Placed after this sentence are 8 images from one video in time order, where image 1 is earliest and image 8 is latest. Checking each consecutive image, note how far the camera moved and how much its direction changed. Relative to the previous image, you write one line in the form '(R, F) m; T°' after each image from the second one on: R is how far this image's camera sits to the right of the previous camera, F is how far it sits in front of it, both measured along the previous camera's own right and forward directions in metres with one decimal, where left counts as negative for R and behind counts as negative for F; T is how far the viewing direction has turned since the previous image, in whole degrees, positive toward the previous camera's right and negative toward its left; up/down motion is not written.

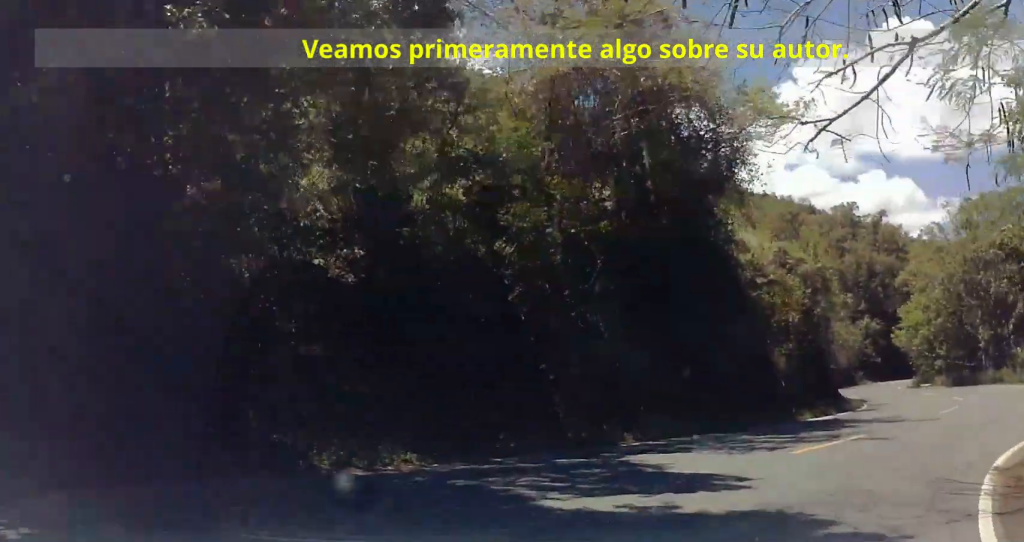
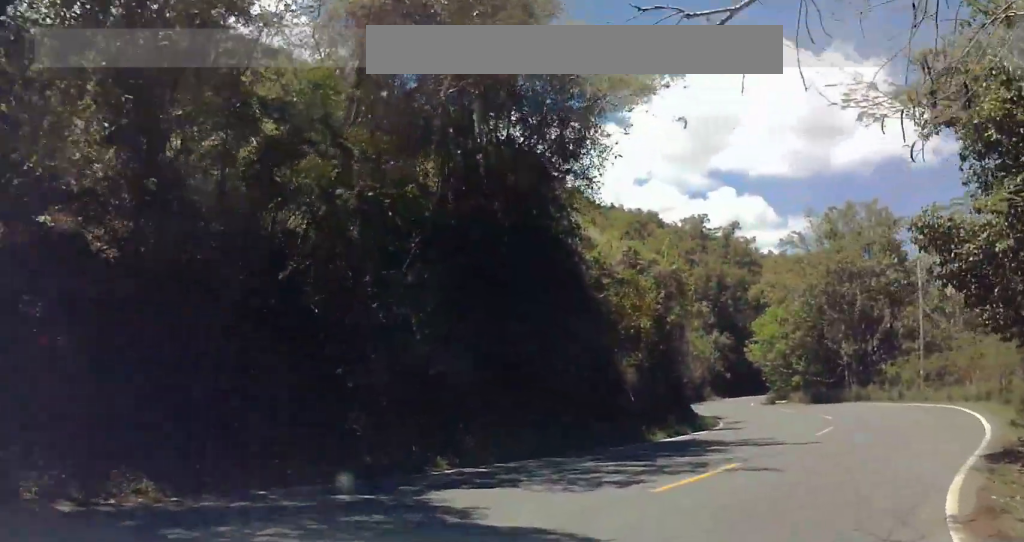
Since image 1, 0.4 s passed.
(0.0, +3.1) m; +9°
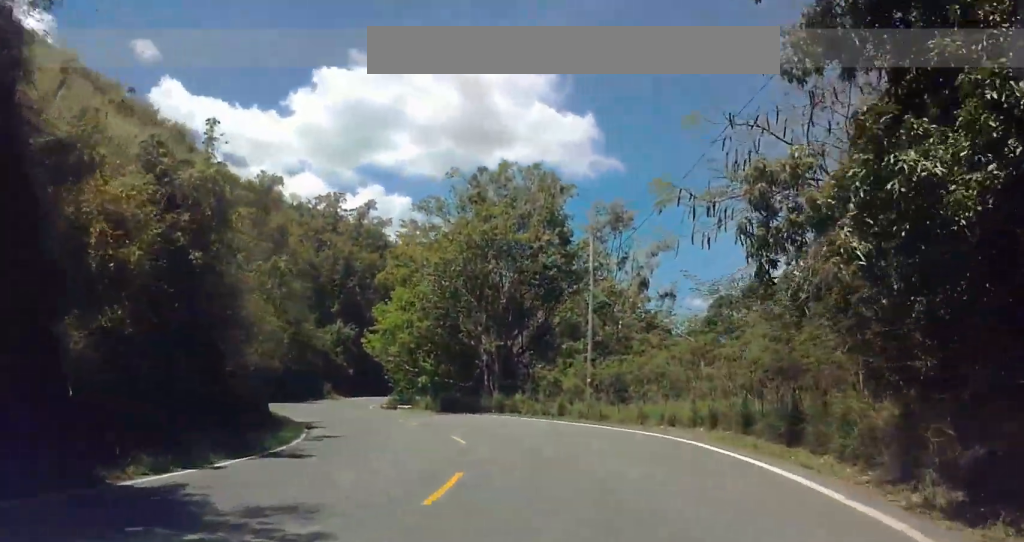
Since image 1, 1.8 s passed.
(+2.8, +11.0) m; +22°
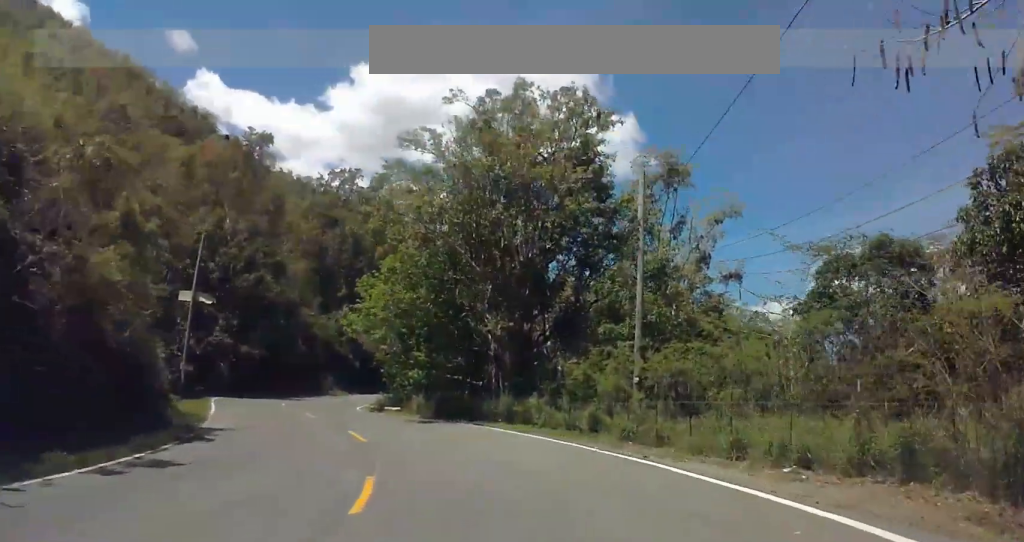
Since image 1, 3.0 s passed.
(+1.7, +11.3) m; +12°
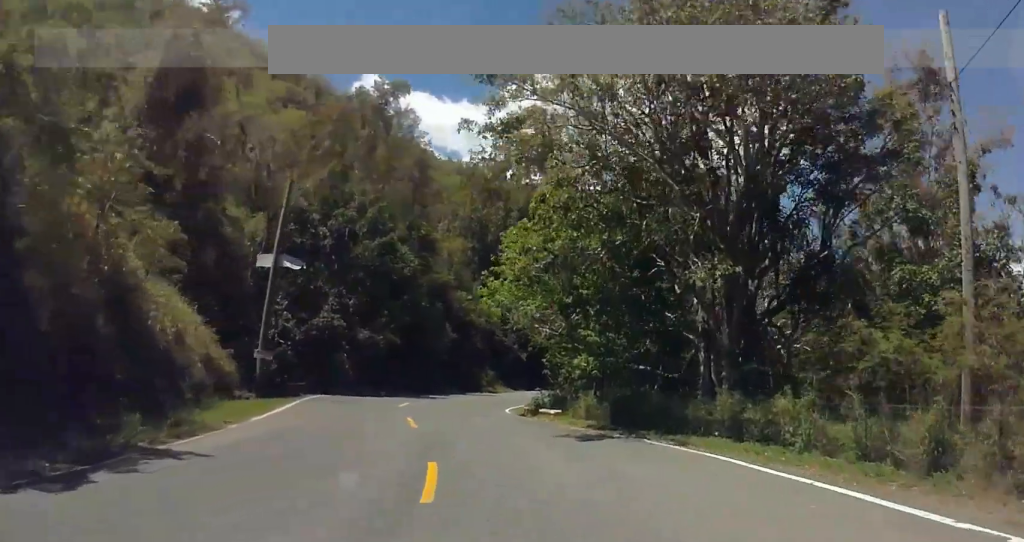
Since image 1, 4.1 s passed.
(+0.3, +11.4) m; +2°
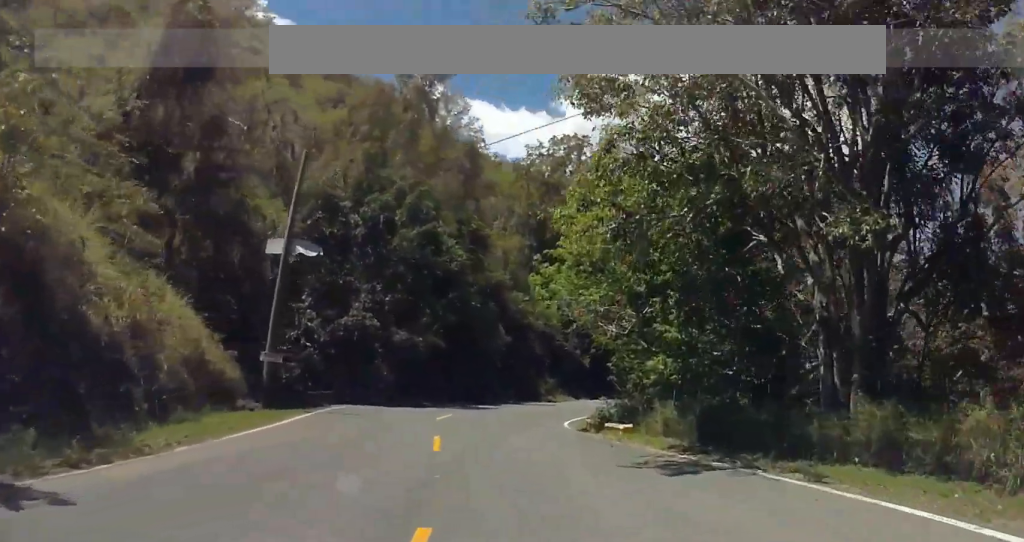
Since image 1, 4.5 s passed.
(0.0, +5.4) m; -1°
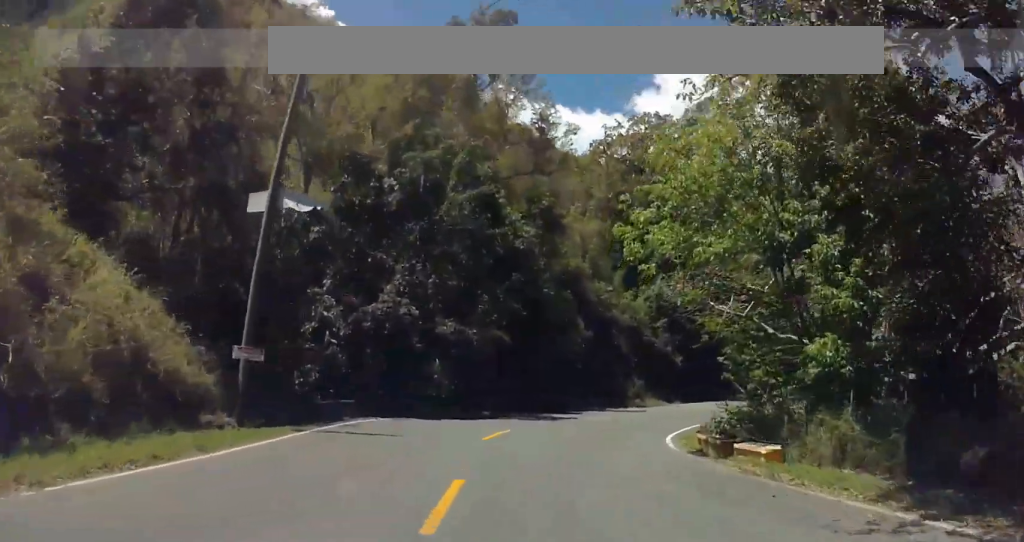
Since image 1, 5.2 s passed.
(+0.3, +8.2) m; -2°
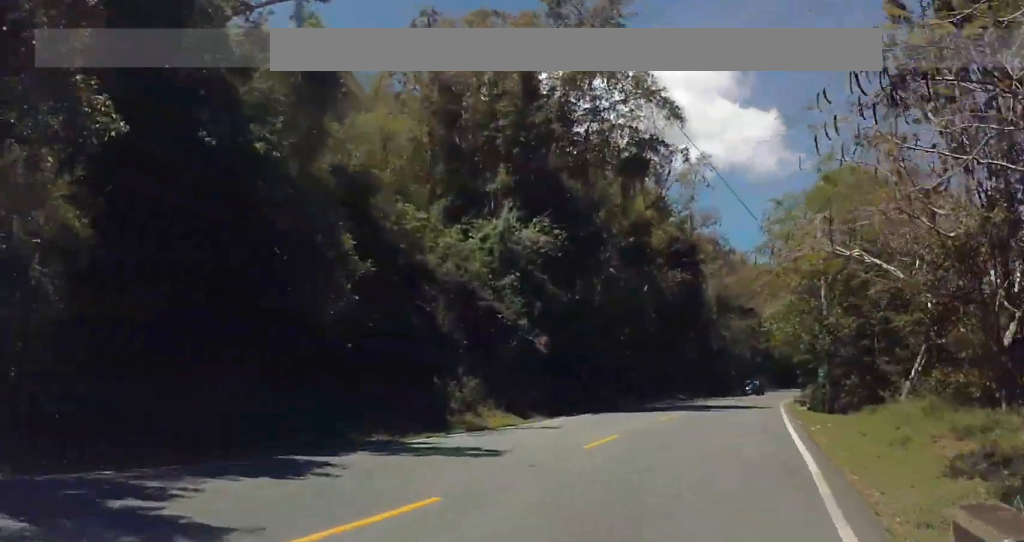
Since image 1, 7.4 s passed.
(-4.8, +25.4) m; -17°
